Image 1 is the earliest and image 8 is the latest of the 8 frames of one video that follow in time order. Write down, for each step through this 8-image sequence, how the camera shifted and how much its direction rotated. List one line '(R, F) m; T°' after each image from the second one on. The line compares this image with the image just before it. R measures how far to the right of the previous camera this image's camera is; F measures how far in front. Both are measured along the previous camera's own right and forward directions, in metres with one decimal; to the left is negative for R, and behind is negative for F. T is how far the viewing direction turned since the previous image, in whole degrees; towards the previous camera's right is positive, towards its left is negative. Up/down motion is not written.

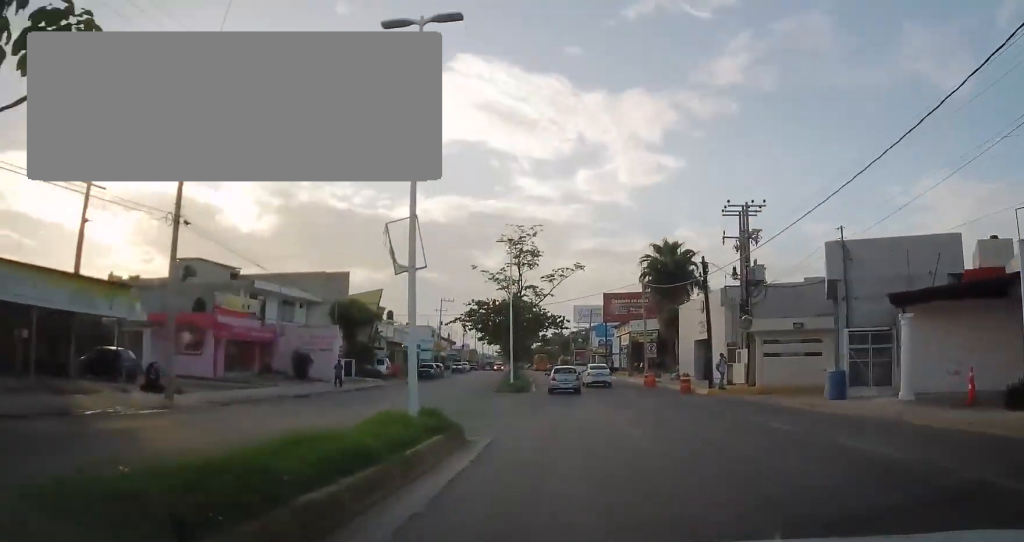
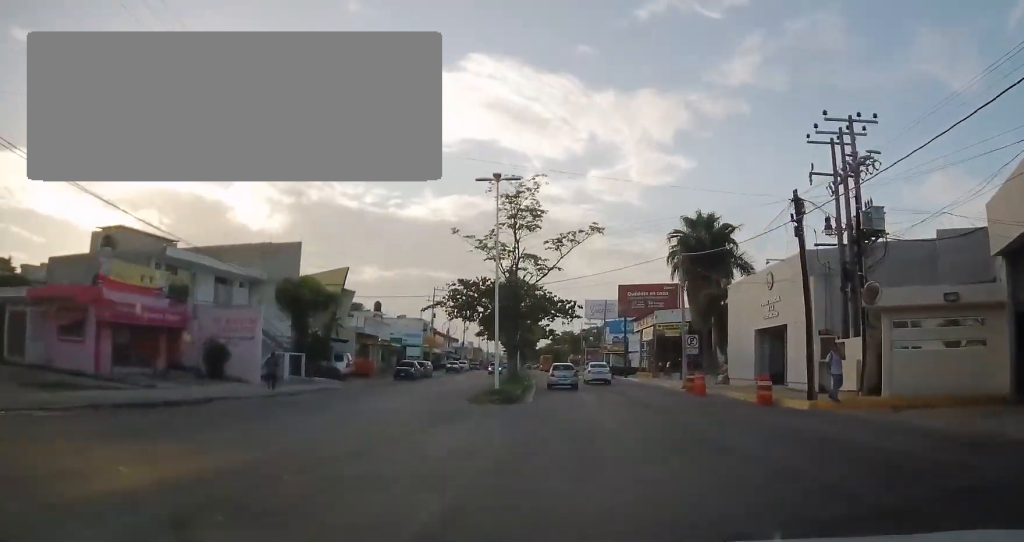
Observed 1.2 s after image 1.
(+0.1, +11.1) m; -1°
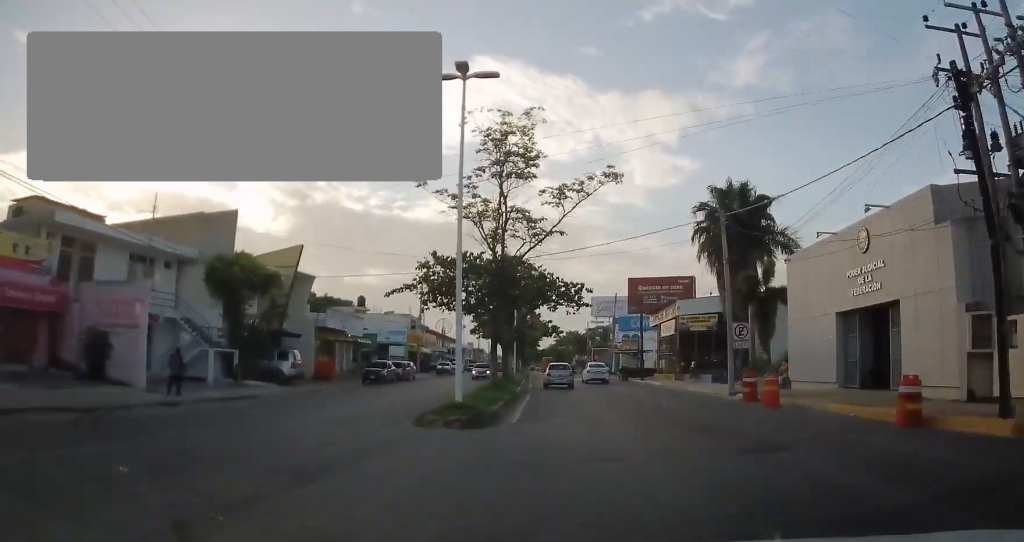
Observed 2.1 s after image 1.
(-0.2, +8.8) m; -1°
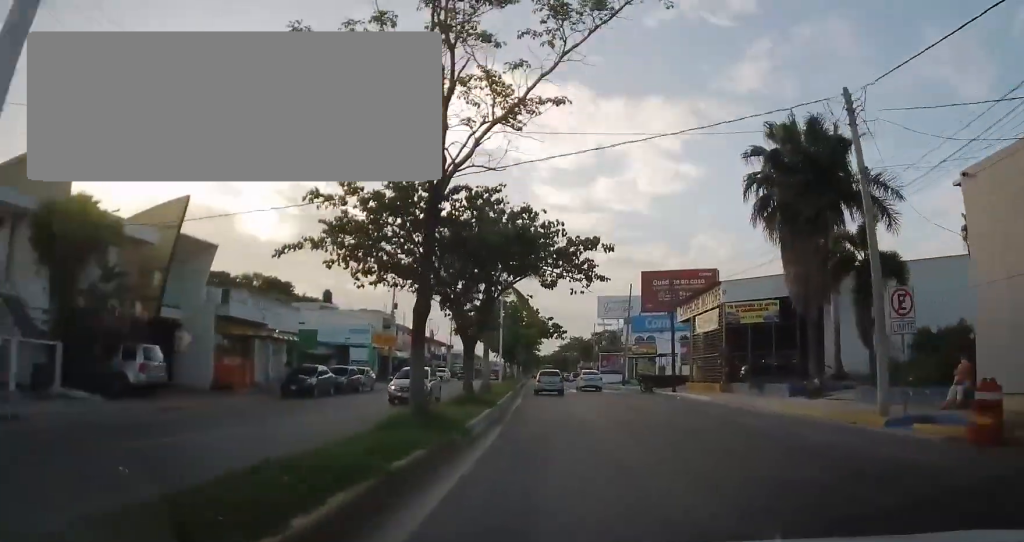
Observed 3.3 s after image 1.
(0.0, +12.5) m; +1°
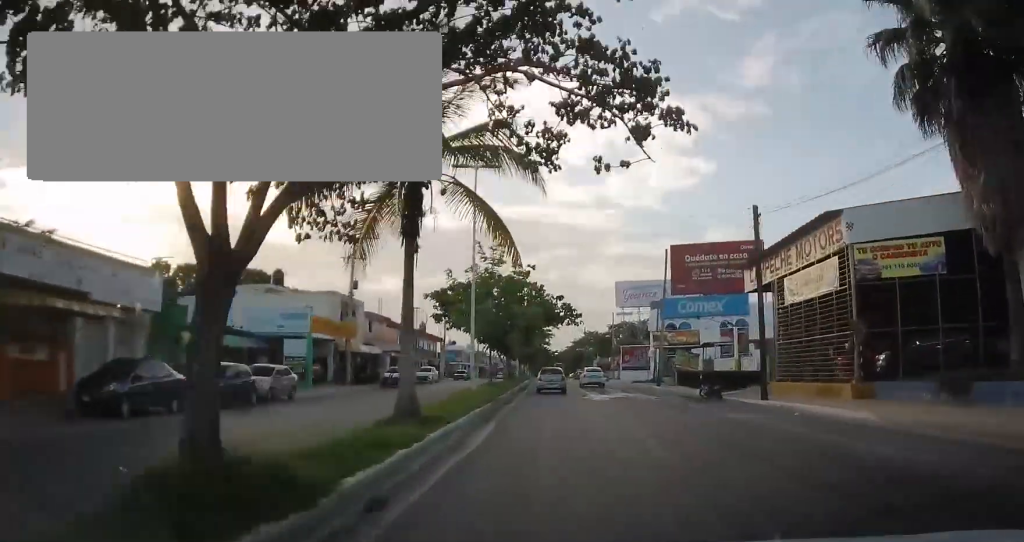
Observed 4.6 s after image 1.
(+0.1, +14.6) m; +1°
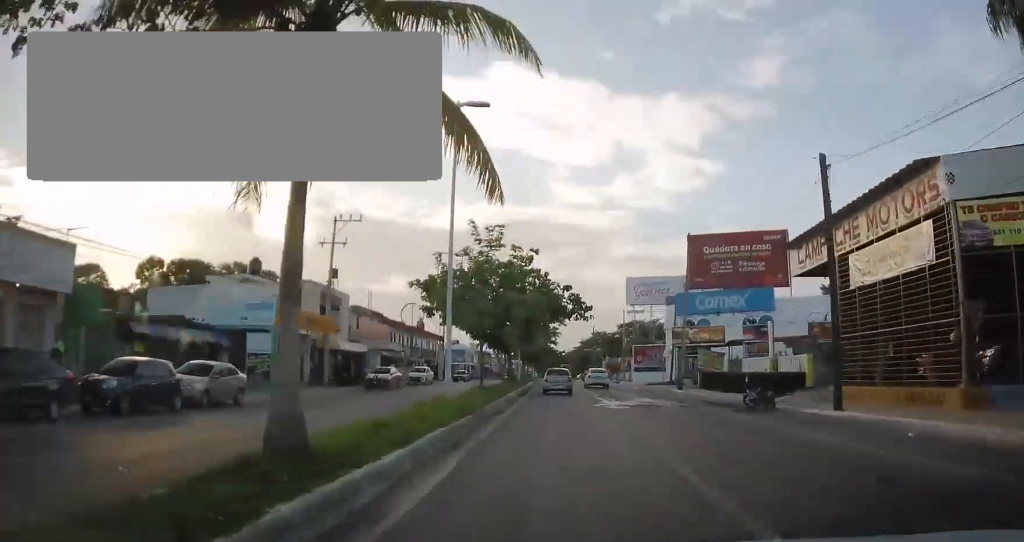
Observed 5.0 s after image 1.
(+0.1, +5.6) m; -1°
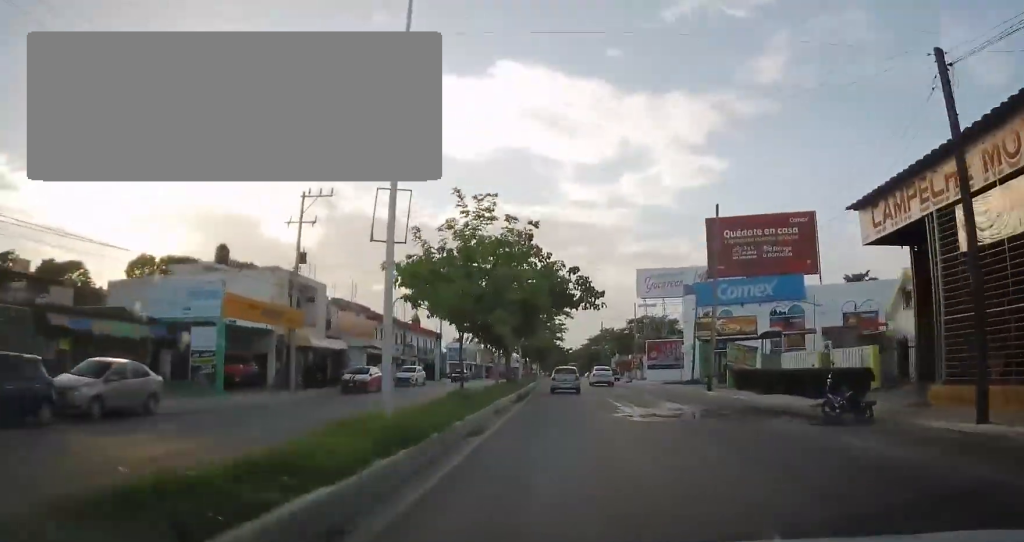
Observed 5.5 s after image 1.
(+0.2, +6.0) m; -1°
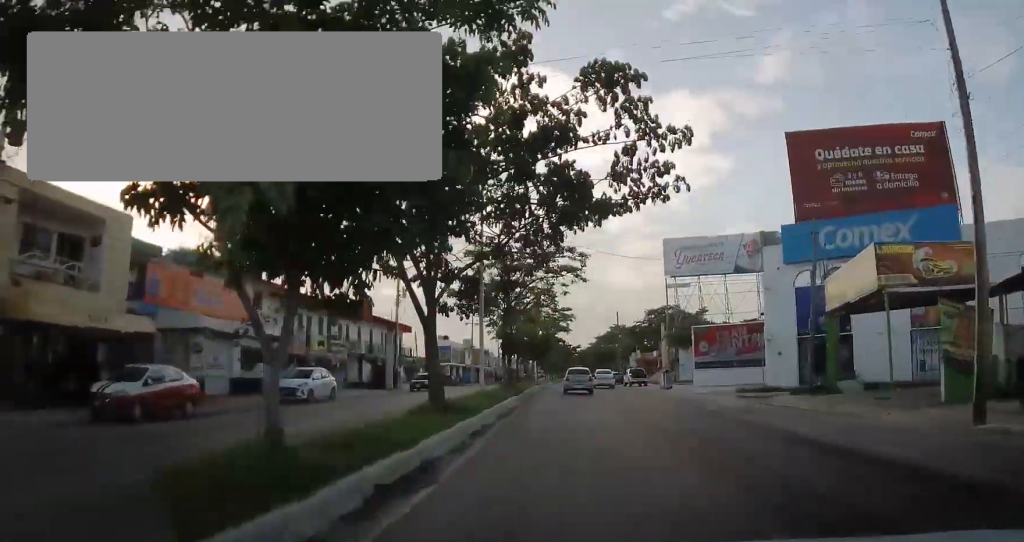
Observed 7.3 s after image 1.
(-1.2, +21.2) m; -3°
